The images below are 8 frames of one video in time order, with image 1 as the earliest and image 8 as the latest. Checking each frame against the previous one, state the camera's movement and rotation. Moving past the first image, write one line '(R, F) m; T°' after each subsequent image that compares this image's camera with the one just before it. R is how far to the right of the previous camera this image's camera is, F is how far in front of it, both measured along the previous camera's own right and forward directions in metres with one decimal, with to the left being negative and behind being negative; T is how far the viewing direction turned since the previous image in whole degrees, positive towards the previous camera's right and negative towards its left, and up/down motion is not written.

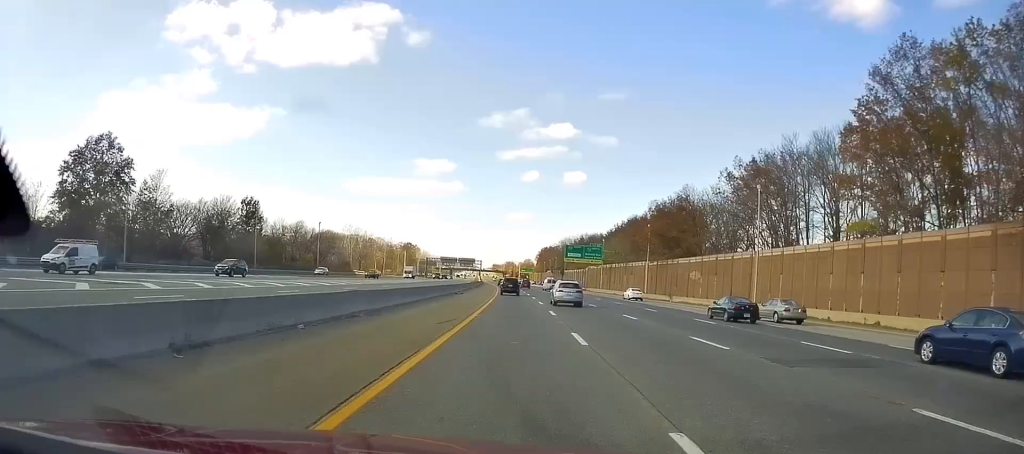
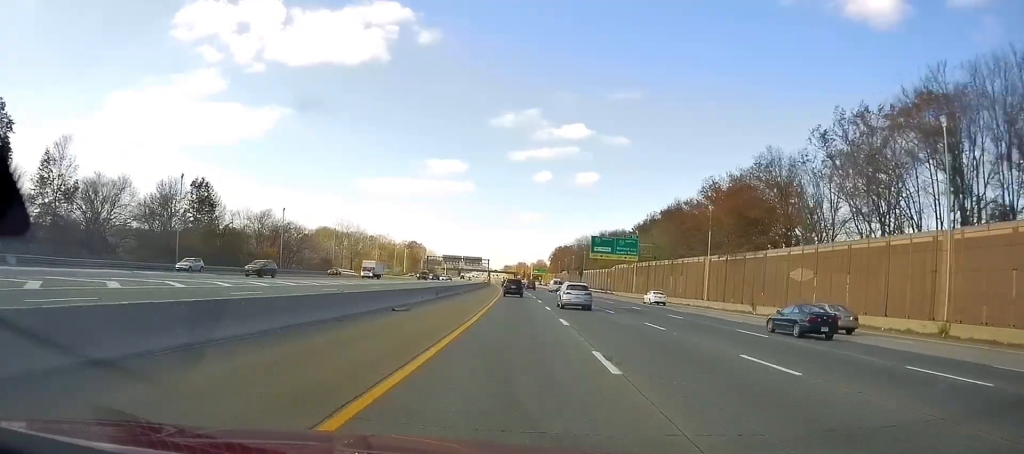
(-0.3, +29.7) m; -1°
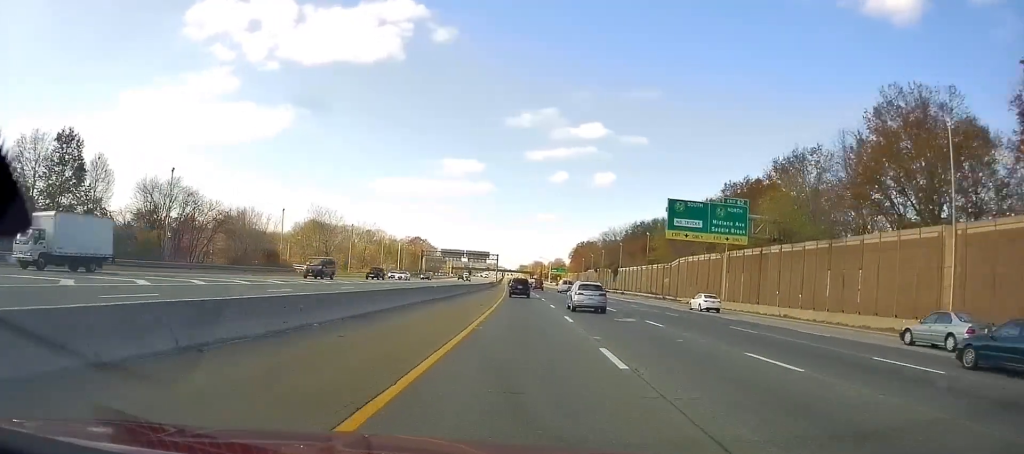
(-0.3, +45.8) m; -1°
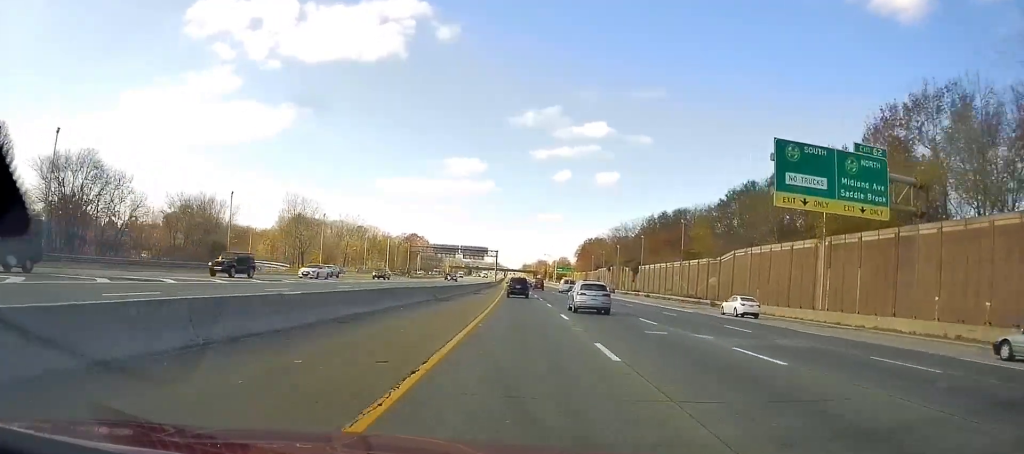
(-0.3, +24.0) m; -1°
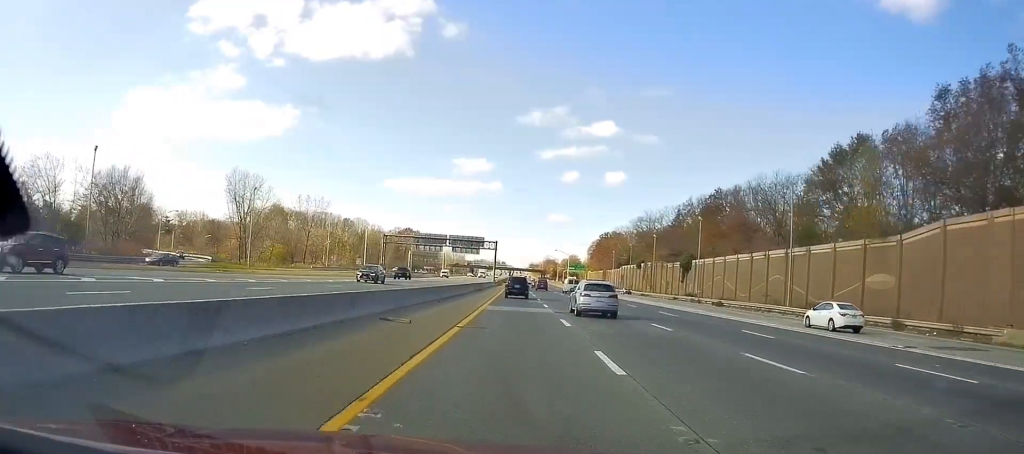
(-0.2, +37.8) m; -1°
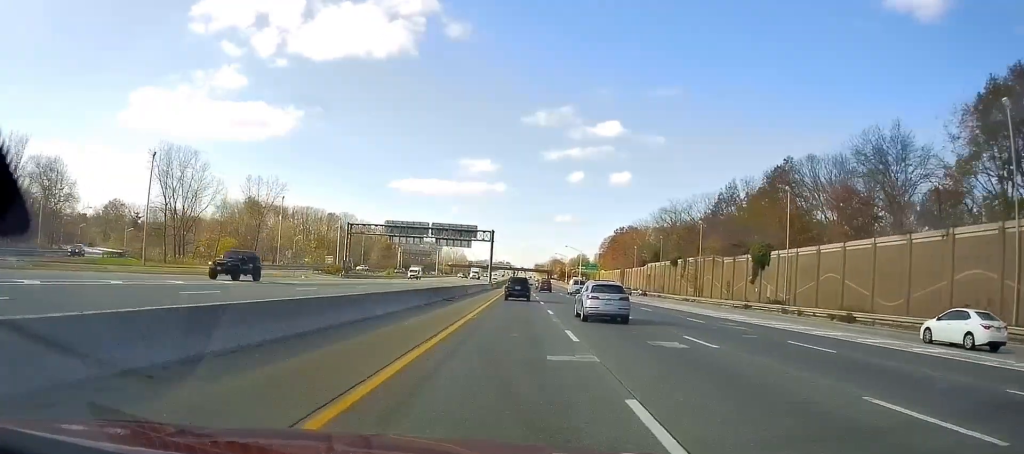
(-0.3, +29.7) m; -1°
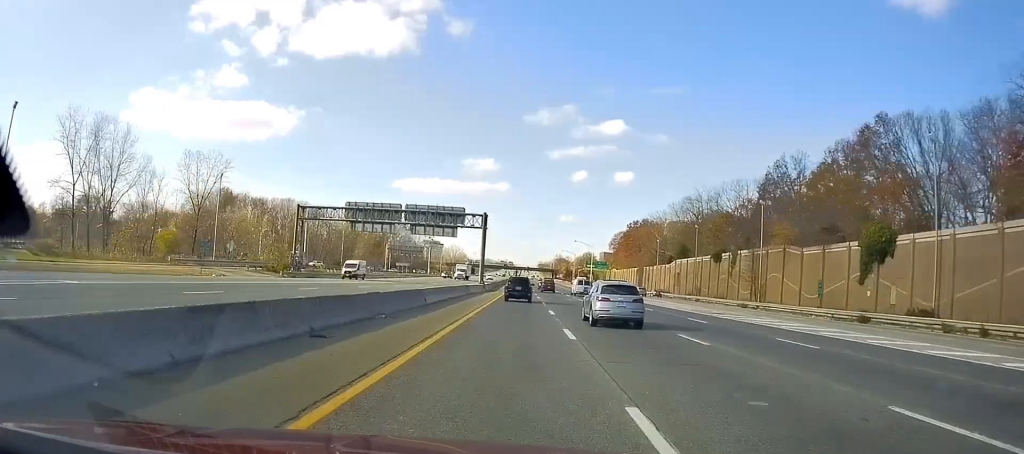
(-0.2, +24.0) m; 0°
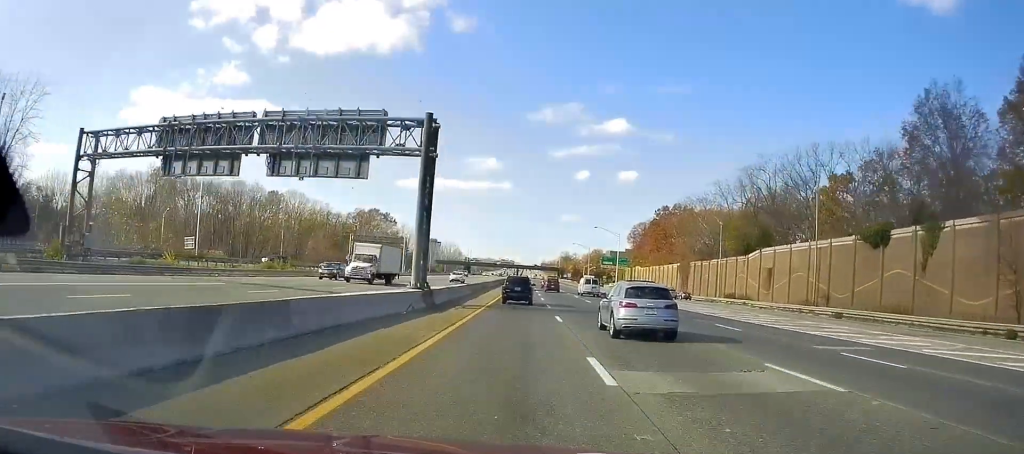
(0.0, +43.5) m; 0°
